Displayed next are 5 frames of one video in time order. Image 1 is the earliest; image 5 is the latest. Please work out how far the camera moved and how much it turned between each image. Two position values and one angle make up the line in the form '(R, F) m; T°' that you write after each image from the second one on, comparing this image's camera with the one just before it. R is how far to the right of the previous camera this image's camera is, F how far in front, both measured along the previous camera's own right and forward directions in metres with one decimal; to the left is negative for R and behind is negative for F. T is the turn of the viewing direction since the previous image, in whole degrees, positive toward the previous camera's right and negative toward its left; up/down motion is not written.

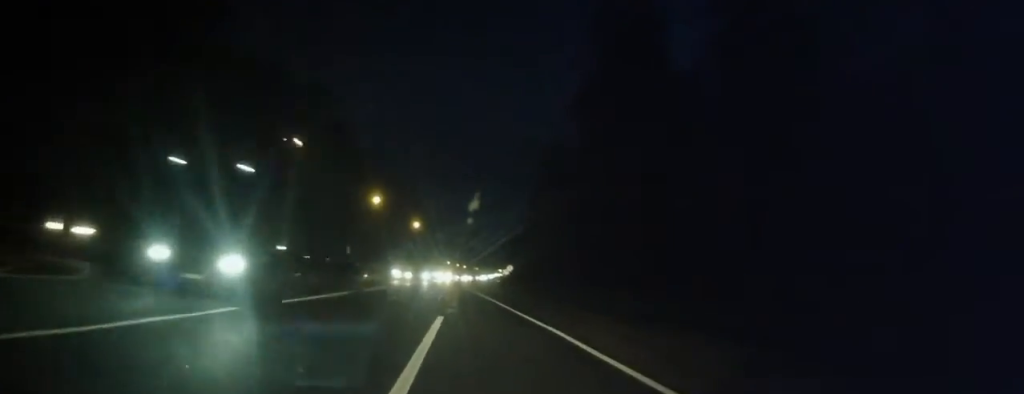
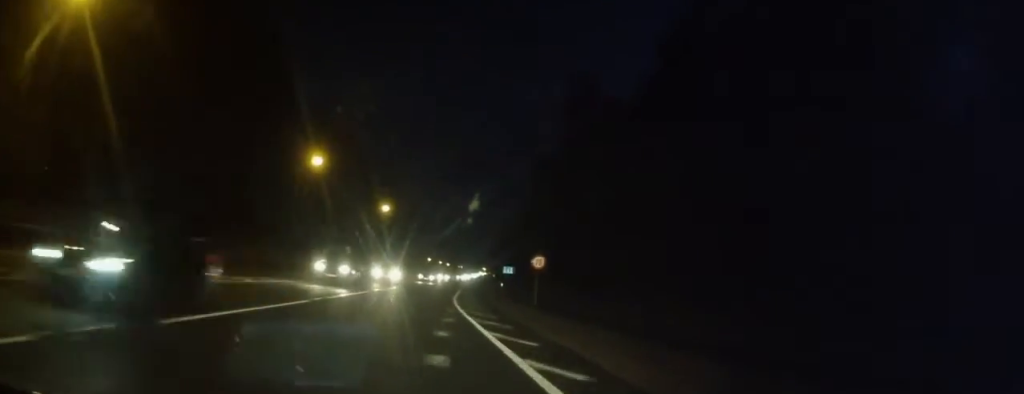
(+0.1, +30.1) m; +1°
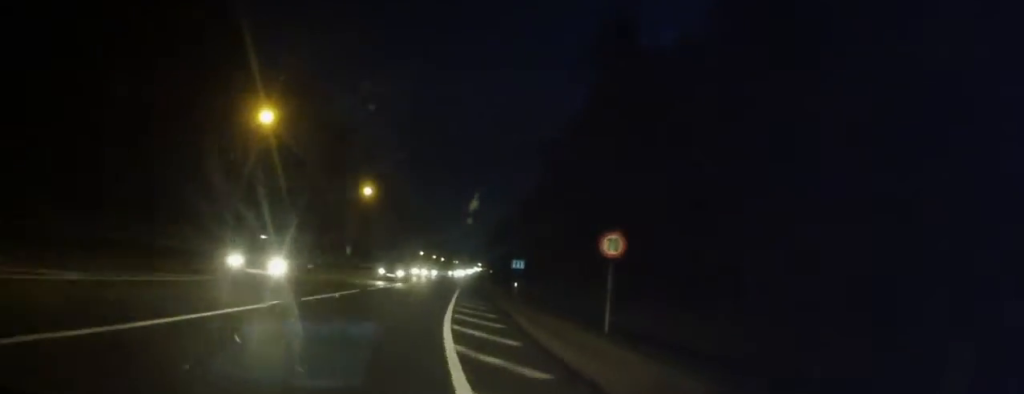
(+0.2, +15.4) m; +1°
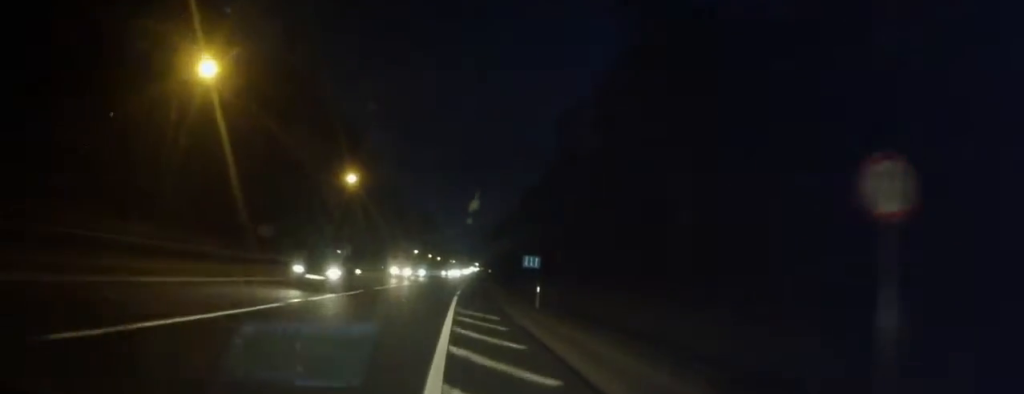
(+0.2, +11.0) m; +1°
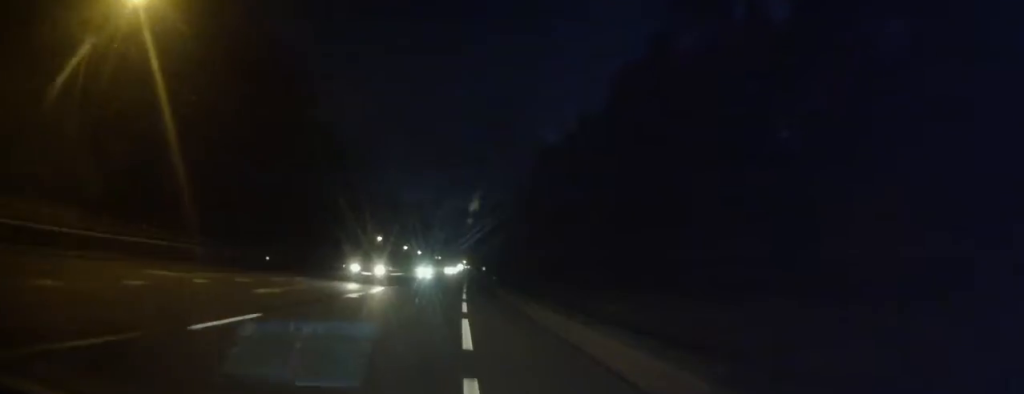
(+0.6, +50.6) m; +1°
